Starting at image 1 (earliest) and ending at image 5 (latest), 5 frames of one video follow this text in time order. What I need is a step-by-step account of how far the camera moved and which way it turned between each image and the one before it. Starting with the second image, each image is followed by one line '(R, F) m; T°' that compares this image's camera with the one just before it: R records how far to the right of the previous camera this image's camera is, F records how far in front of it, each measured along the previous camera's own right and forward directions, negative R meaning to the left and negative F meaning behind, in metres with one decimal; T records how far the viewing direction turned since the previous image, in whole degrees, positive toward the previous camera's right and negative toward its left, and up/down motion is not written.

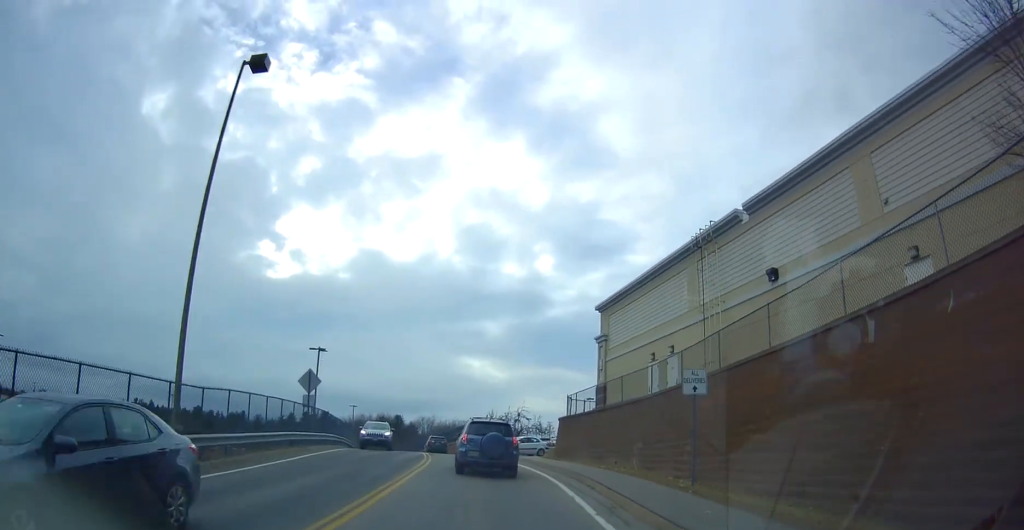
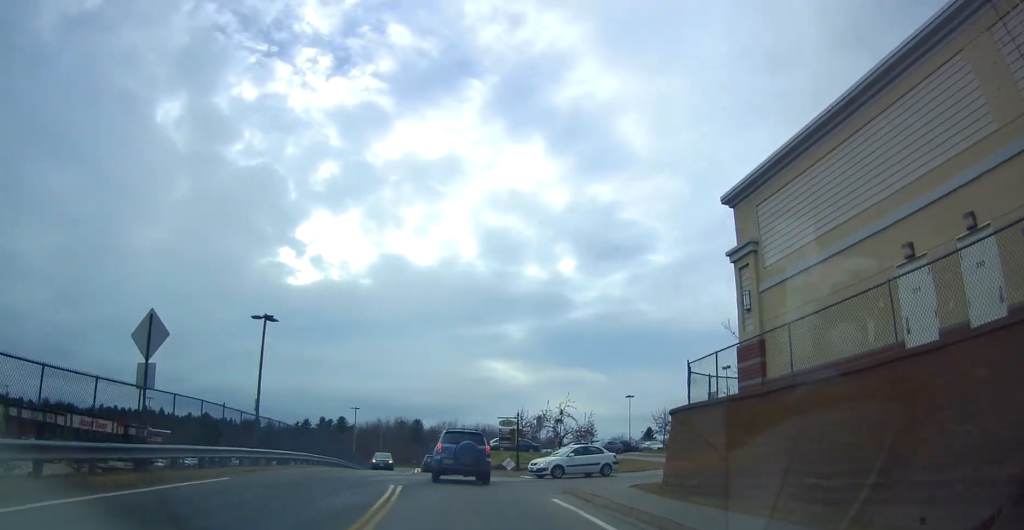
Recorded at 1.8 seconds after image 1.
(-0.8, +16.7) m; -6°
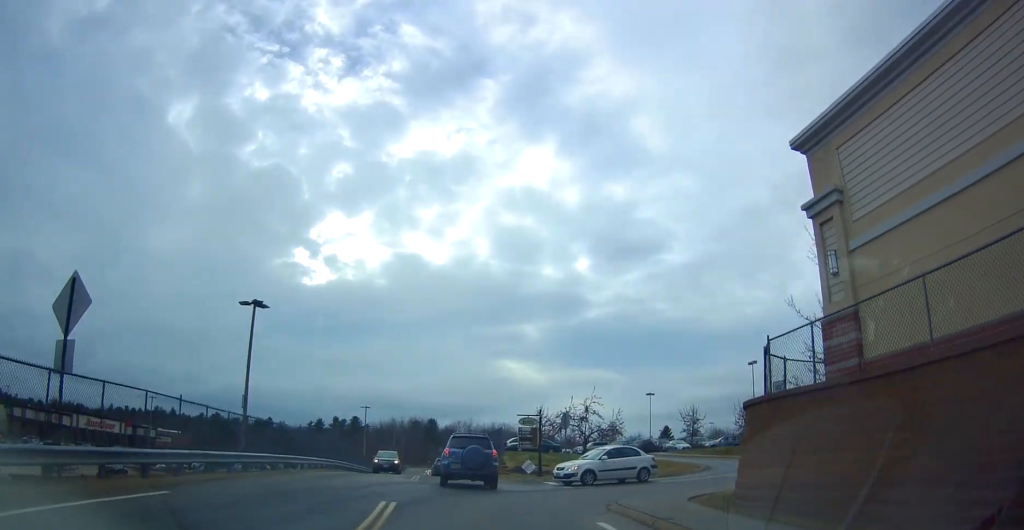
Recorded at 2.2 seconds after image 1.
(0.0, +3.8) m; +1°
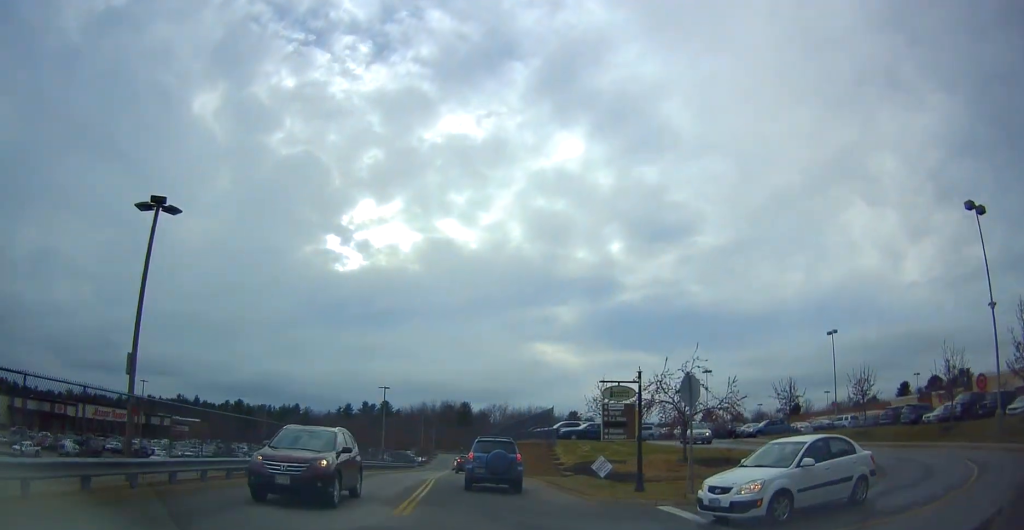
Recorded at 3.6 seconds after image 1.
(+0.4, +12.5) m; 0°
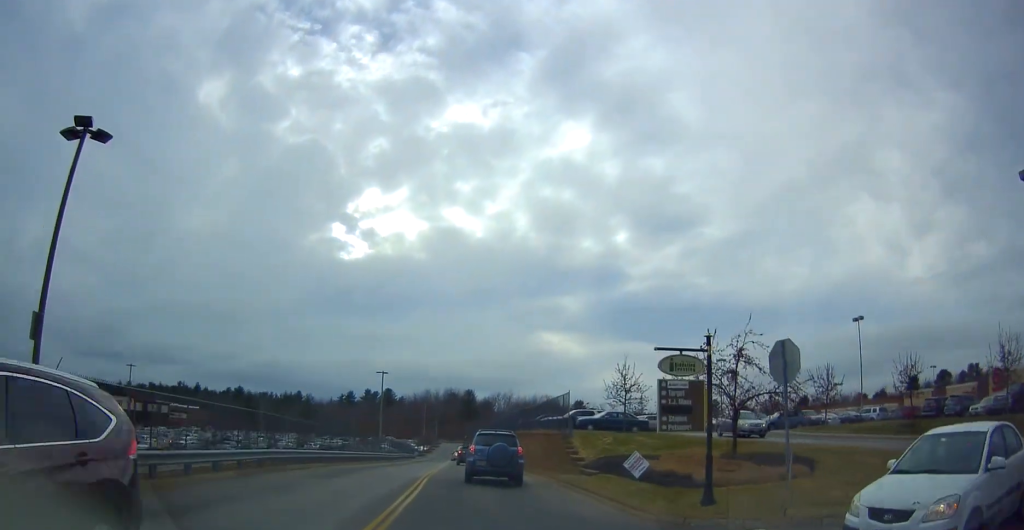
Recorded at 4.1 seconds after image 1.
(-0.1, +4.7) m; -1°
